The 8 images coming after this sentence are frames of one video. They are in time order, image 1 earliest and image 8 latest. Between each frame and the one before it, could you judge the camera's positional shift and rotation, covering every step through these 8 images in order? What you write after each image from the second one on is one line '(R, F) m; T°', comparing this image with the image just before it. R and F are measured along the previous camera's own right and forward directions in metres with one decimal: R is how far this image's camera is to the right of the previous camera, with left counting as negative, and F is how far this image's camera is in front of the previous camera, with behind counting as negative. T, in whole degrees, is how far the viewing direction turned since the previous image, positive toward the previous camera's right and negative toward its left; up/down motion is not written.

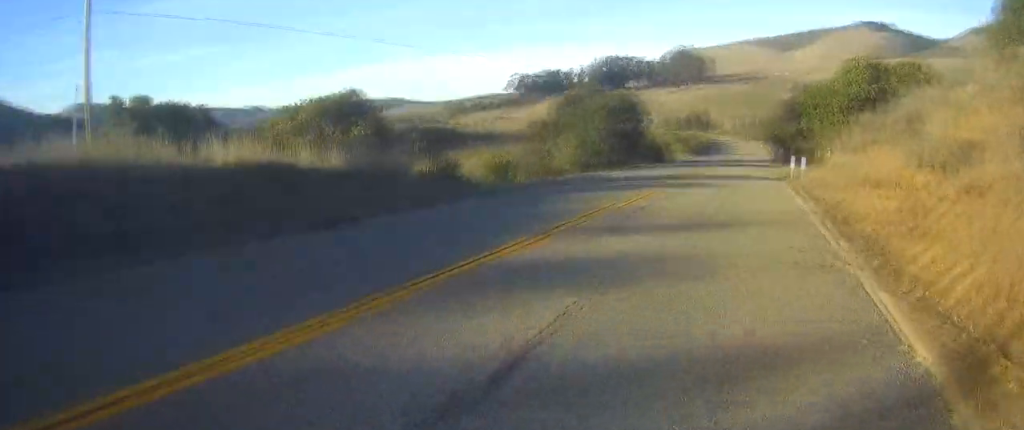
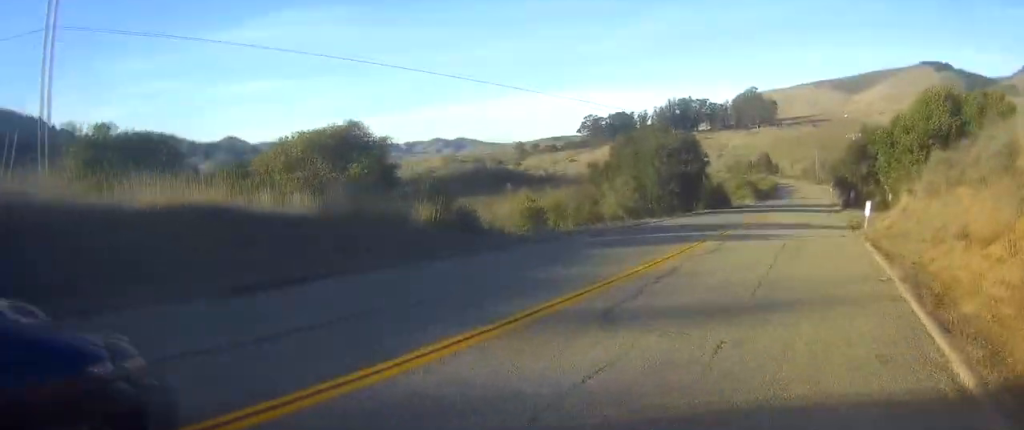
(-0.1, +3.7) m; -2°
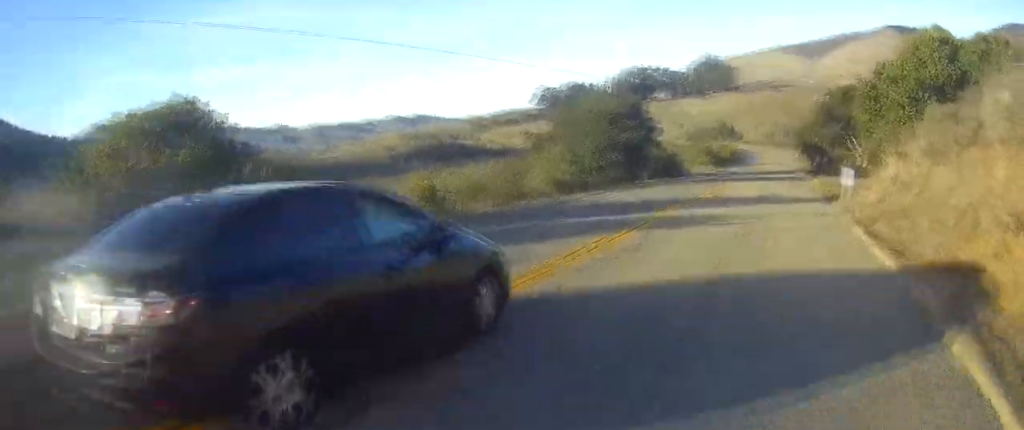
(0.0, +5.5) m; 0°
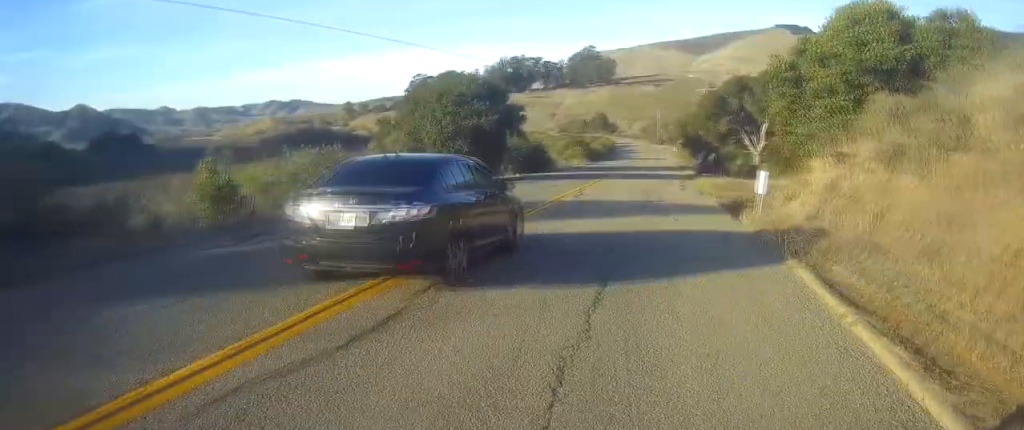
(0.0, +5.5) m; 0°
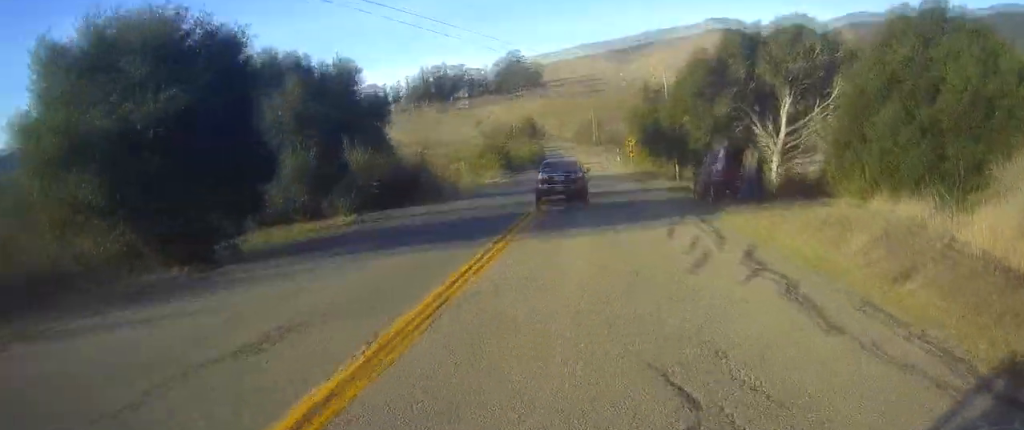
(-0.4, +20.3) m; -1°
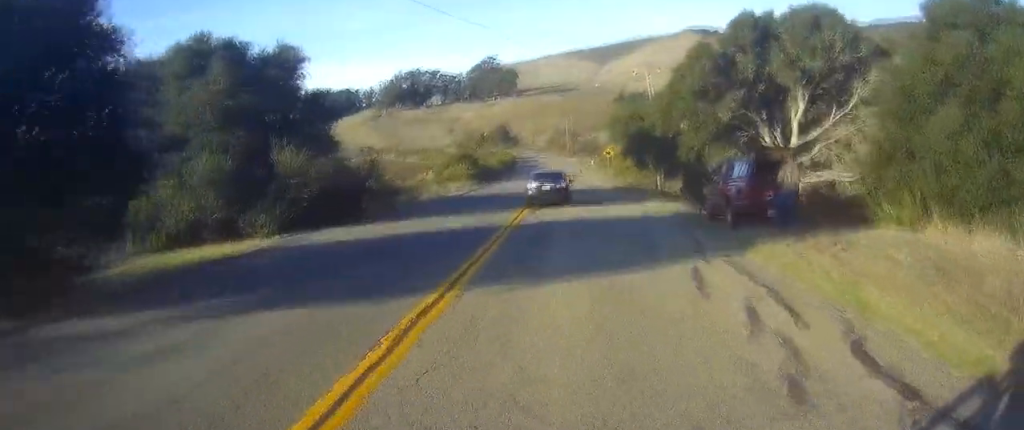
(+0.1, +3.9) m; +1°
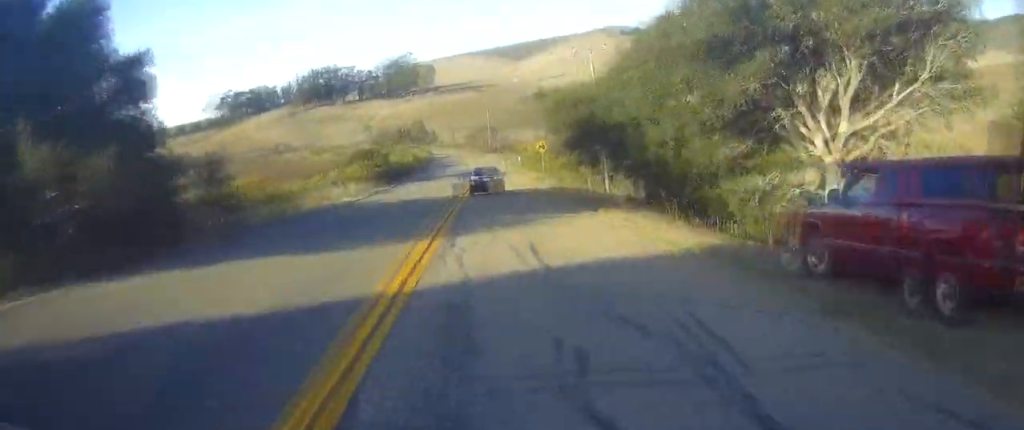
(0.0, +9.5) m; 0°
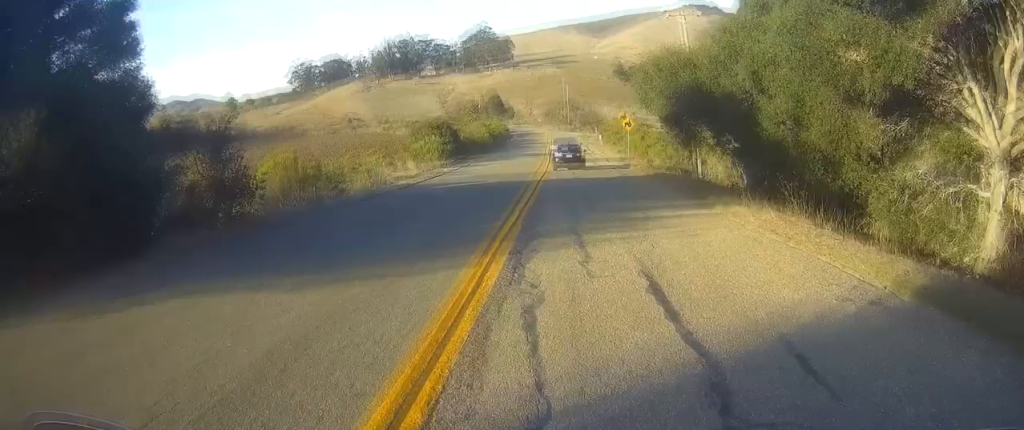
(0.0, +5.0) m; 0°
